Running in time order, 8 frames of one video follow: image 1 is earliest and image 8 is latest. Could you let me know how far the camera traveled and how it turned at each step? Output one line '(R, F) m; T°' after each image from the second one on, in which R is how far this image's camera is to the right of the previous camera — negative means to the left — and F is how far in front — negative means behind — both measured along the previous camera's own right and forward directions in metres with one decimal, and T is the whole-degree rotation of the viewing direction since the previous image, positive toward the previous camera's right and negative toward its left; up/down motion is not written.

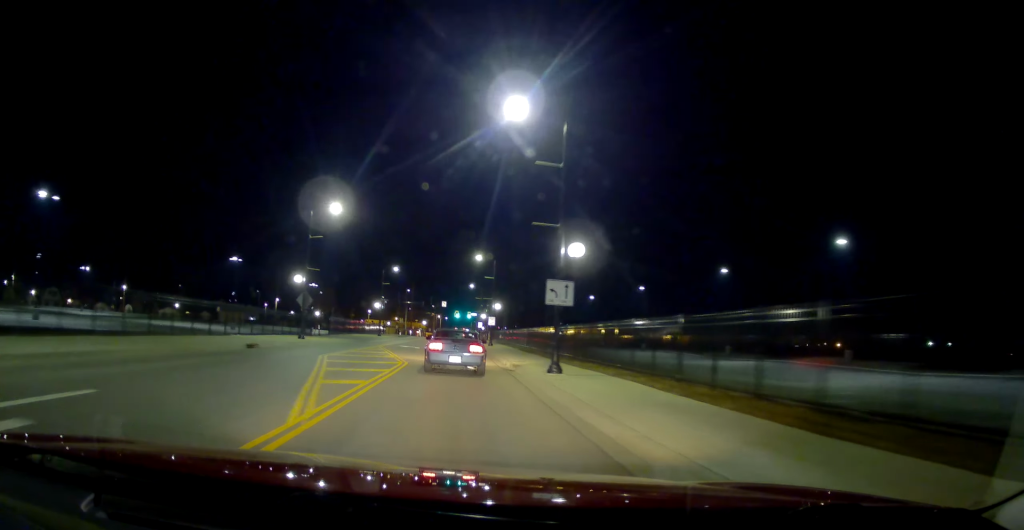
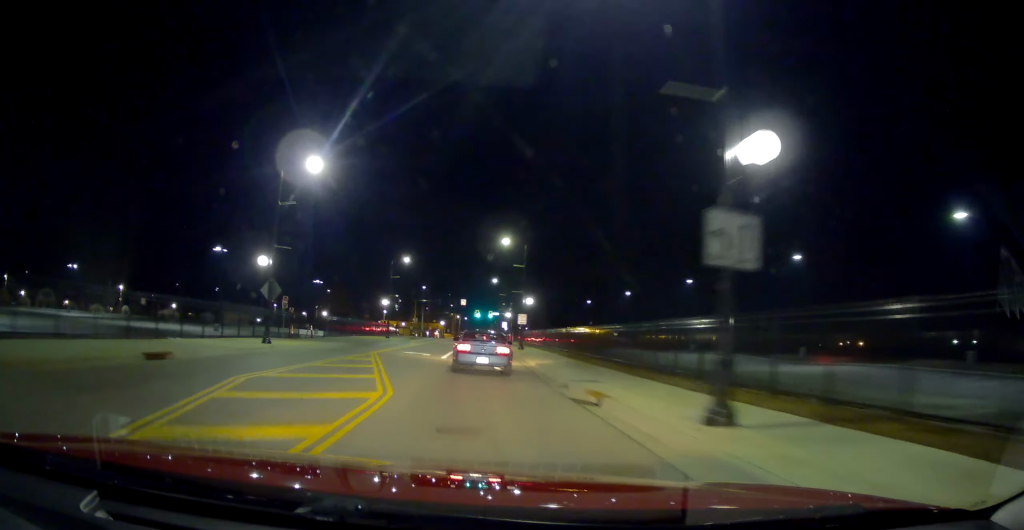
(-0.6, +10.9) m; -2°
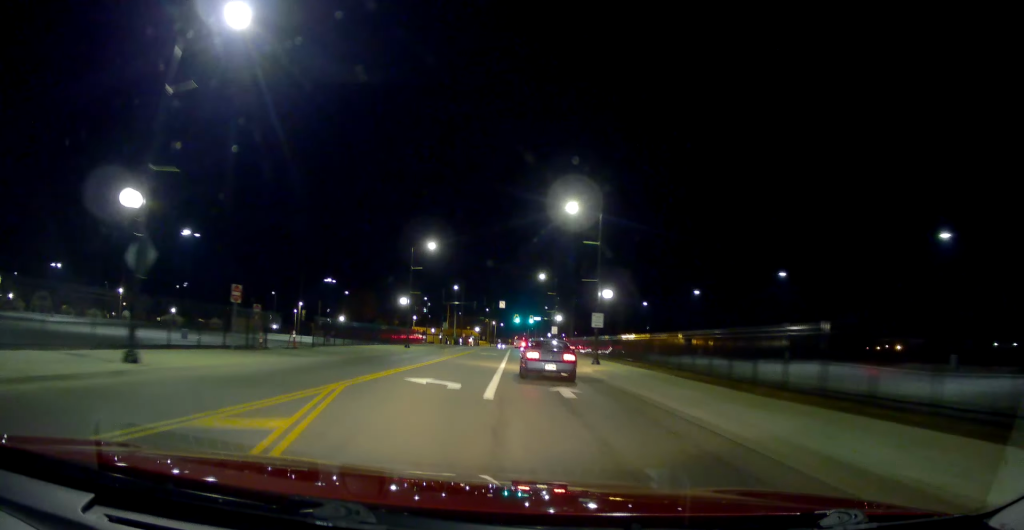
(+0.3, +15.1) m; 0°
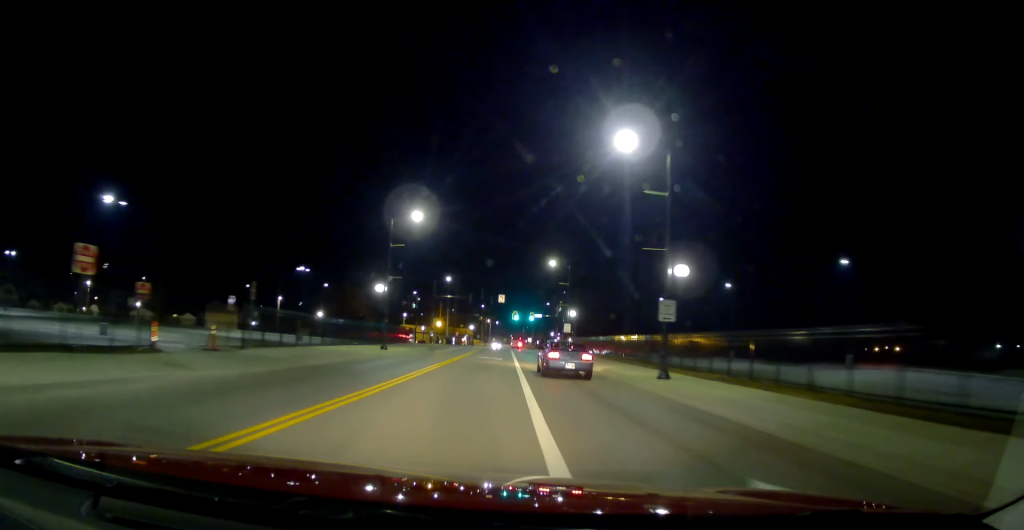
(-0.2, +11.8) m; -1°
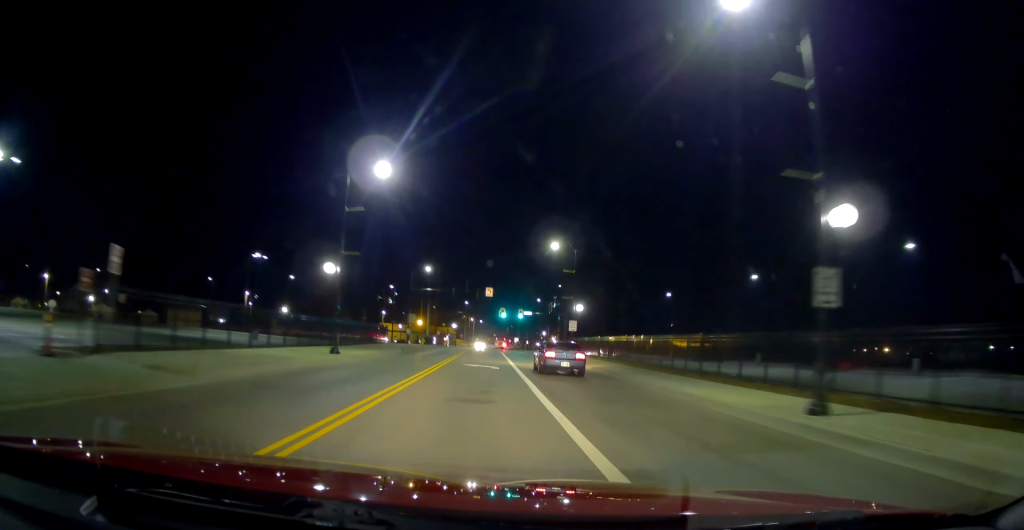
(0.0, +10.6) m; -1°
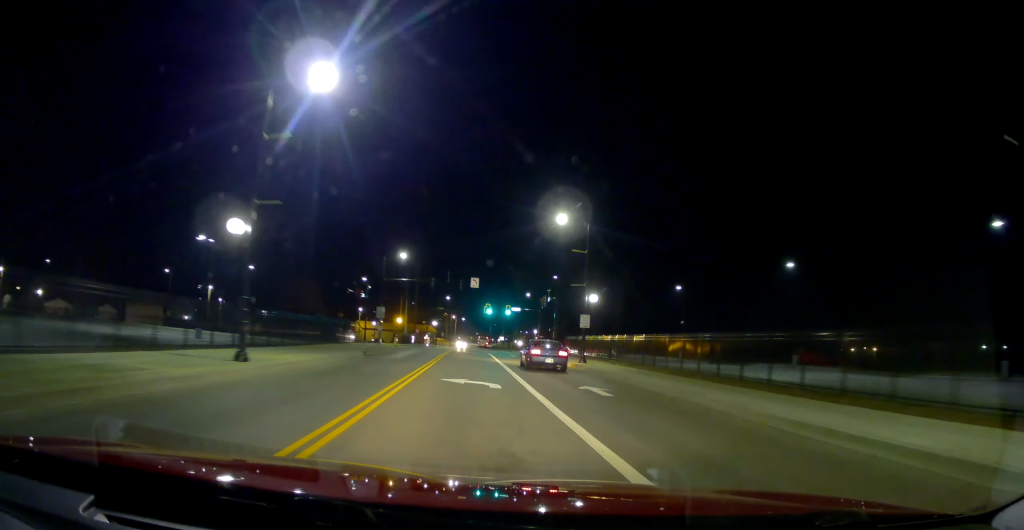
(-0.5, +10.2) m; +2°
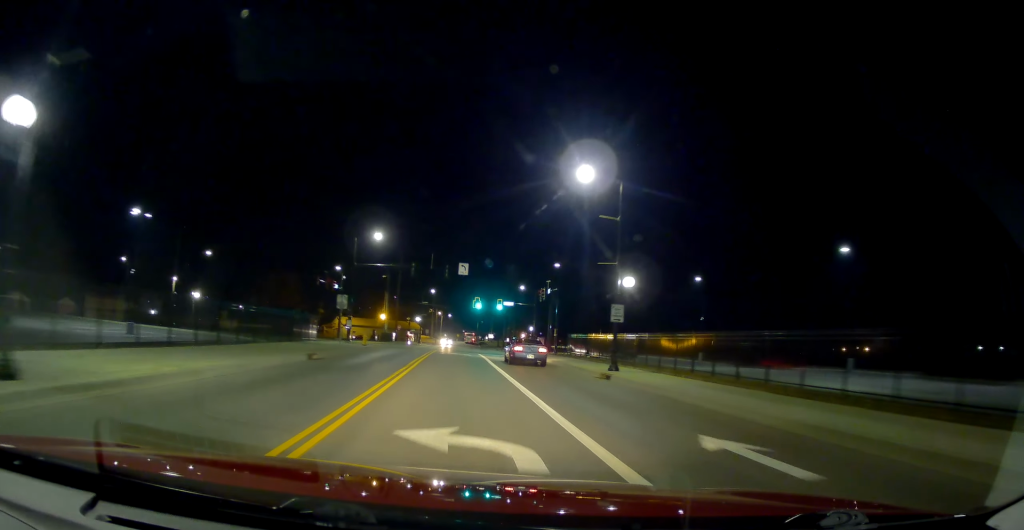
(+0.9, +9.7) m; +6°
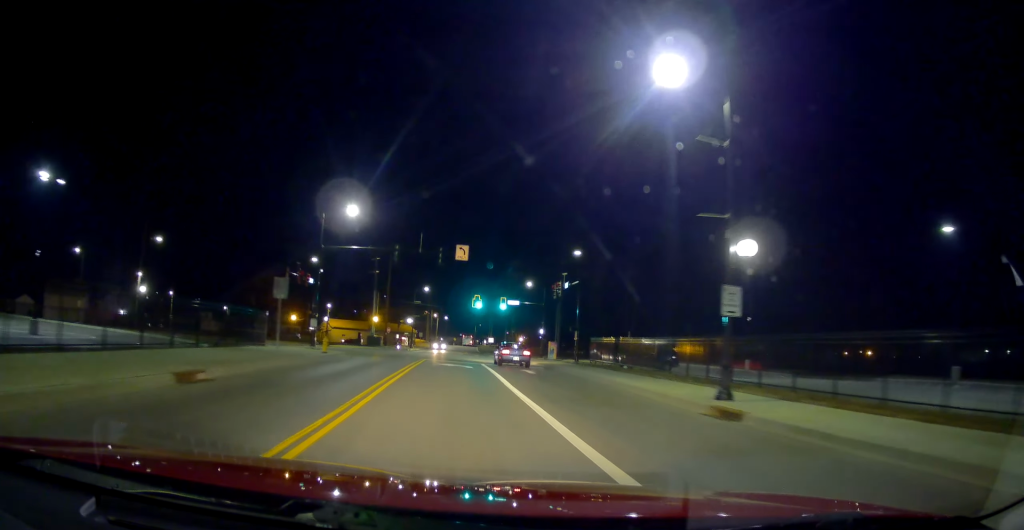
(+0.4, +11.3) m; -4°
